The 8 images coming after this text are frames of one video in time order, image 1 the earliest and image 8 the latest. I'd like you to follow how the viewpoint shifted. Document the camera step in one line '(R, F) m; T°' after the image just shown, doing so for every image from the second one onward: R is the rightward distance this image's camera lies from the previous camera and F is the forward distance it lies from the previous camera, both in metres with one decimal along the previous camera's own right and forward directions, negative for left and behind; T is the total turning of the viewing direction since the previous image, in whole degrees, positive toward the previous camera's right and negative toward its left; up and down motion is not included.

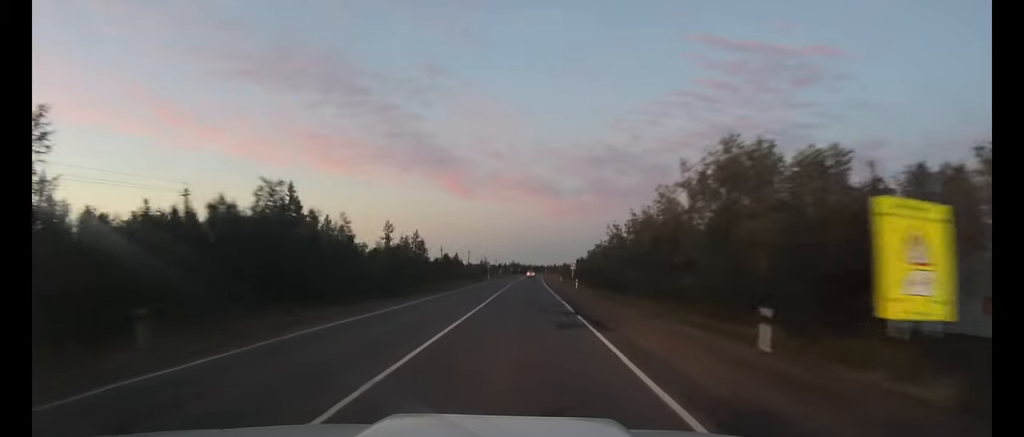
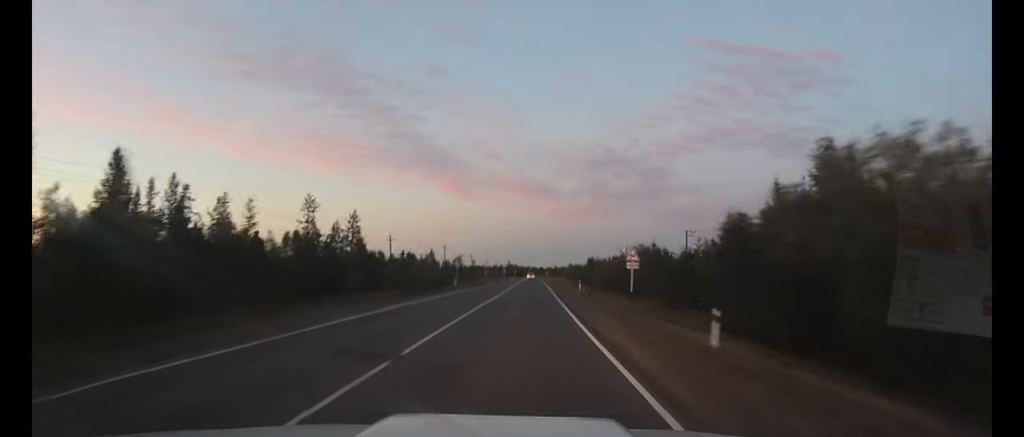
(+0.1, +47.8) m; 0°
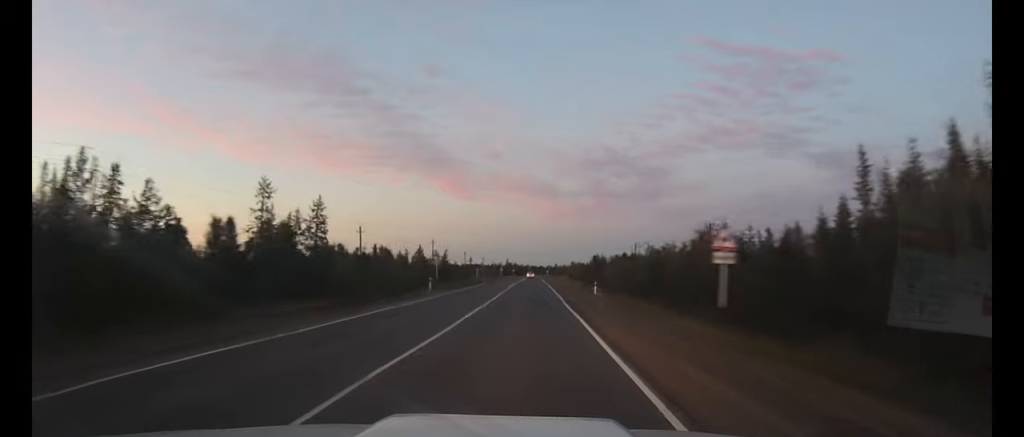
(0.0, +15.5) m; 0°
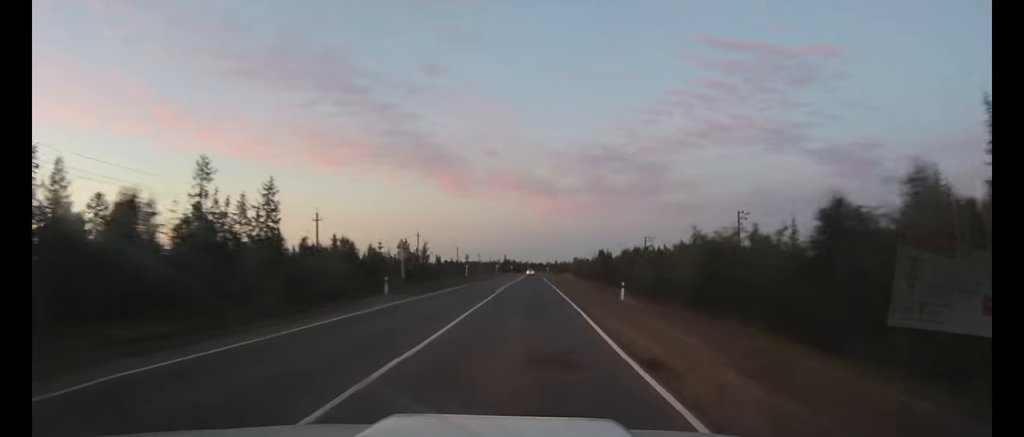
(0.0, +14.8) m; 0°
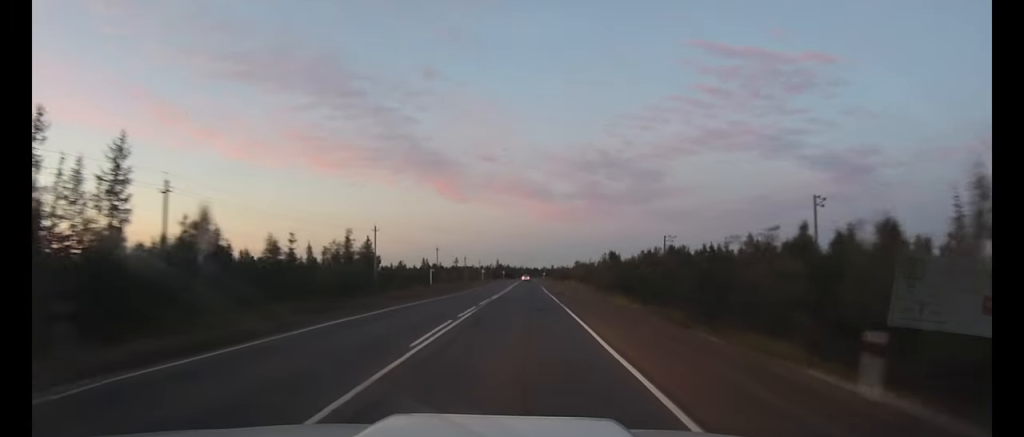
(+0.2, +25.9) m; 0°
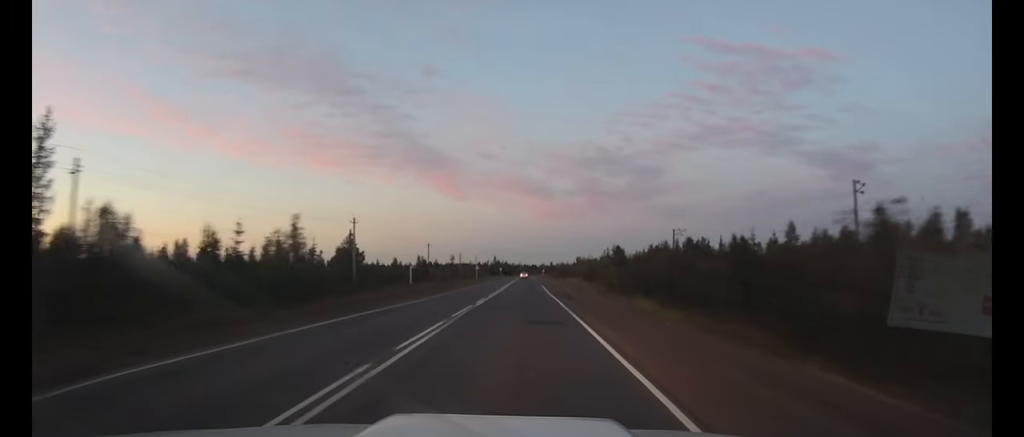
(0.0, +8.9) m; 0°
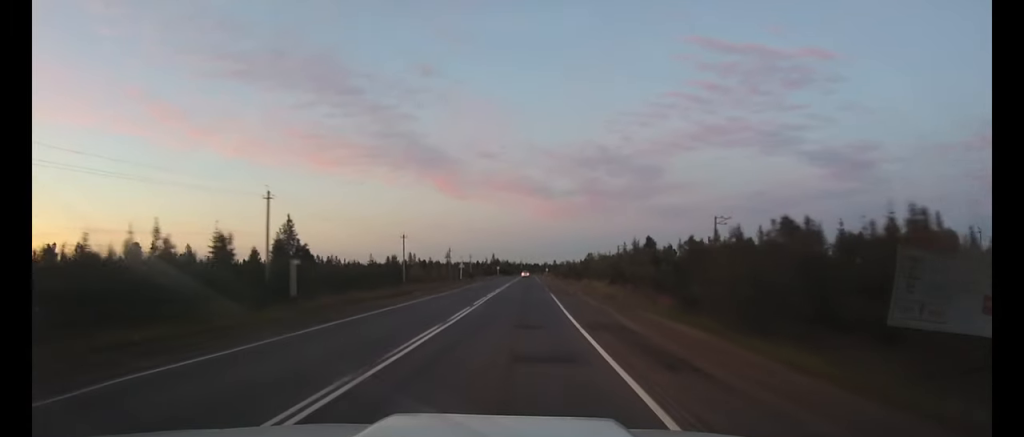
(0.0, +24.4) m; 0°
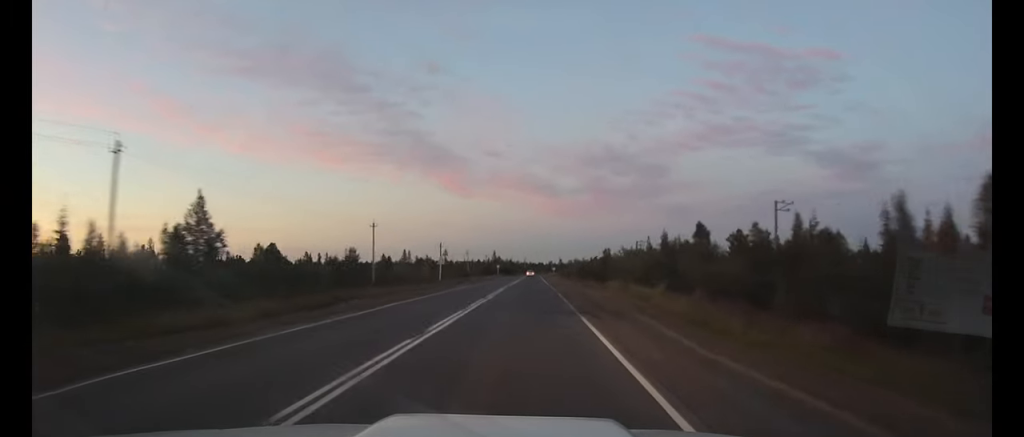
(0.0, +20.7) m; 0°
